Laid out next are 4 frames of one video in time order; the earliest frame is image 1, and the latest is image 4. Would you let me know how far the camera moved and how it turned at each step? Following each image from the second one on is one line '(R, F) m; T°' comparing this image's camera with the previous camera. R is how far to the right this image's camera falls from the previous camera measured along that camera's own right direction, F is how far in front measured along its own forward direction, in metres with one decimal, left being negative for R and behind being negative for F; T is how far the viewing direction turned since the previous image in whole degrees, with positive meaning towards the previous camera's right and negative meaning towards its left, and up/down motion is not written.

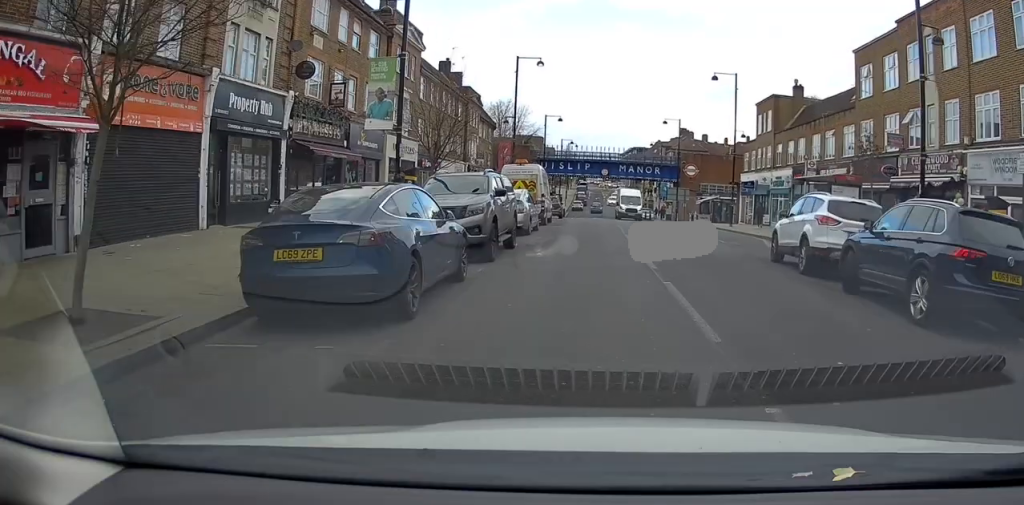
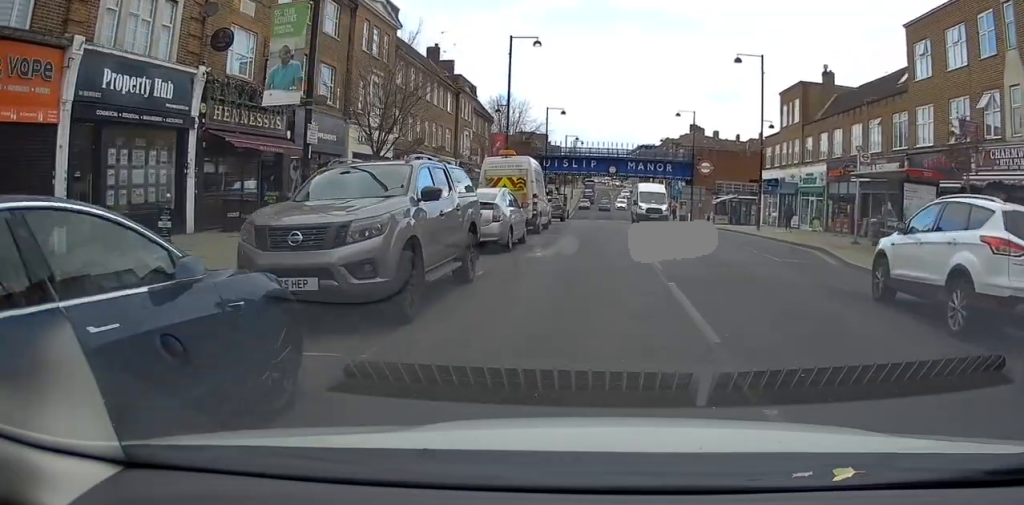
(+0.1, +5.8) m; +1°
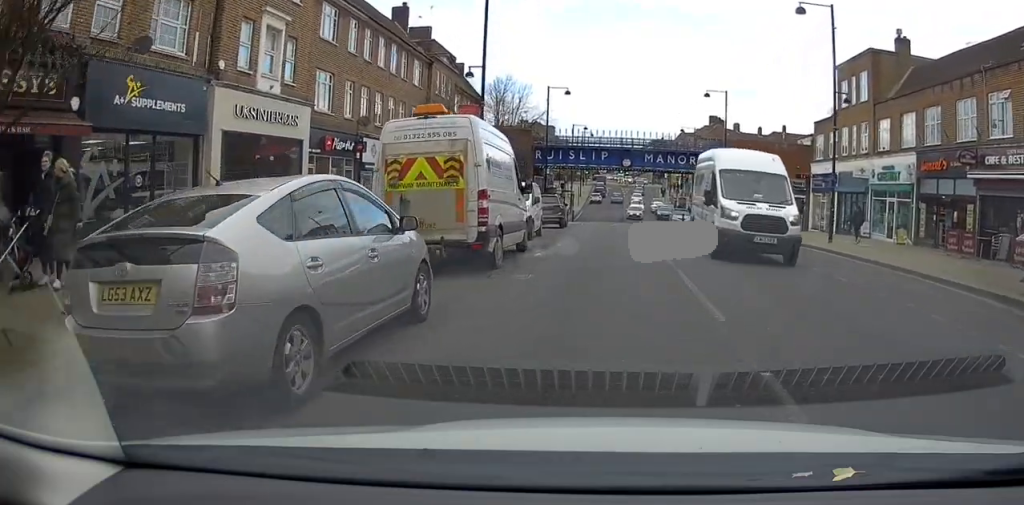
(0.0, +11.3) m; 0°
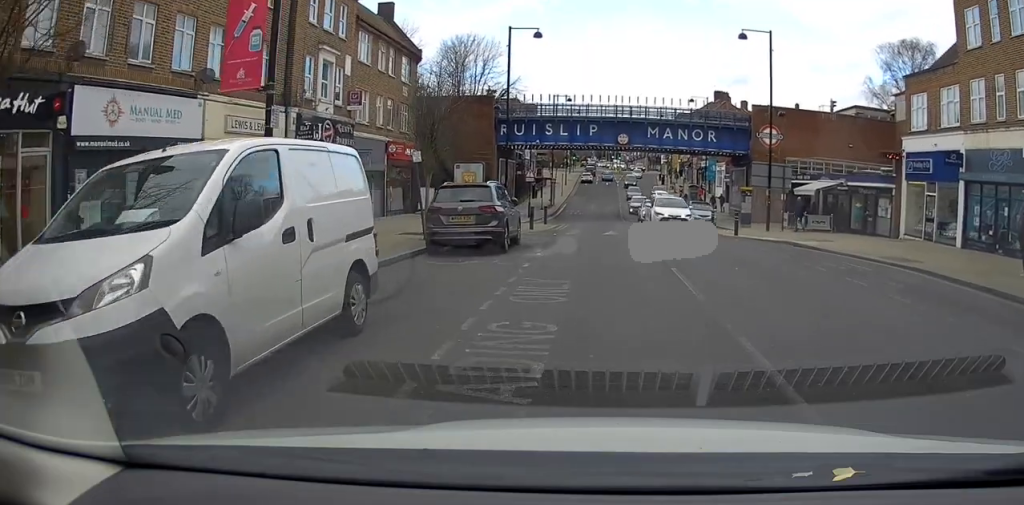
(-0.4, +17.0) m; 0°
